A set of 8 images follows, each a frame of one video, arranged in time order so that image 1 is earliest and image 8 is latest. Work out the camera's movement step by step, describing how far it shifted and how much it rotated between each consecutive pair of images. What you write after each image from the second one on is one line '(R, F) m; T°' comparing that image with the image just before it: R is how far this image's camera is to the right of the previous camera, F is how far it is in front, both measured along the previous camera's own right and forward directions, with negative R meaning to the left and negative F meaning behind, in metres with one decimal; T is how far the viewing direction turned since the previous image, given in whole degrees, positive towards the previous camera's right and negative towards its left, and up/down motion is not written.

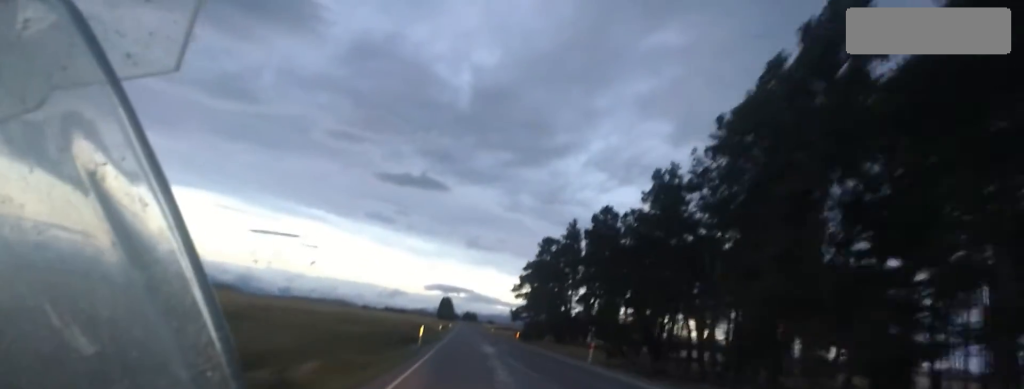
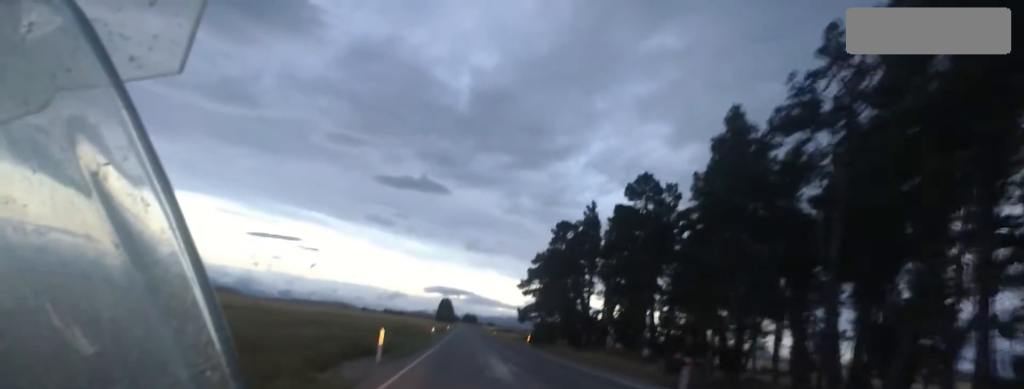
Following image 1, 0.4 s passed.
(0.0, +11.8) m; 0°
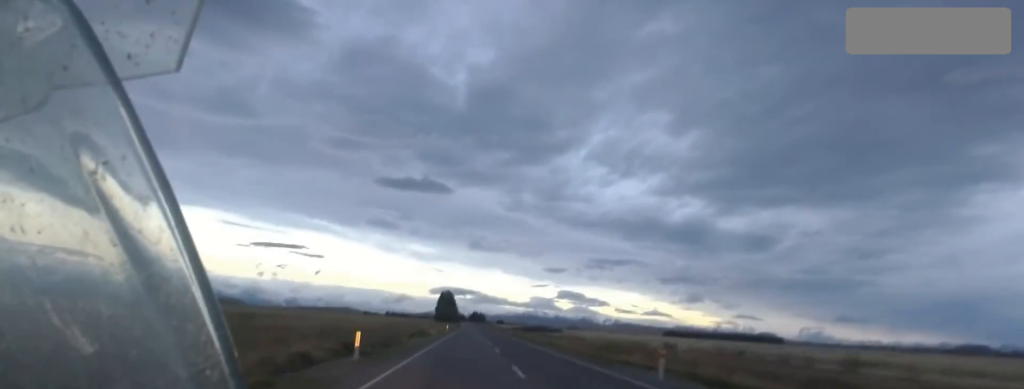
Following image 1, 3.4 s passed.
(-1.2, +85.6) m; -2°
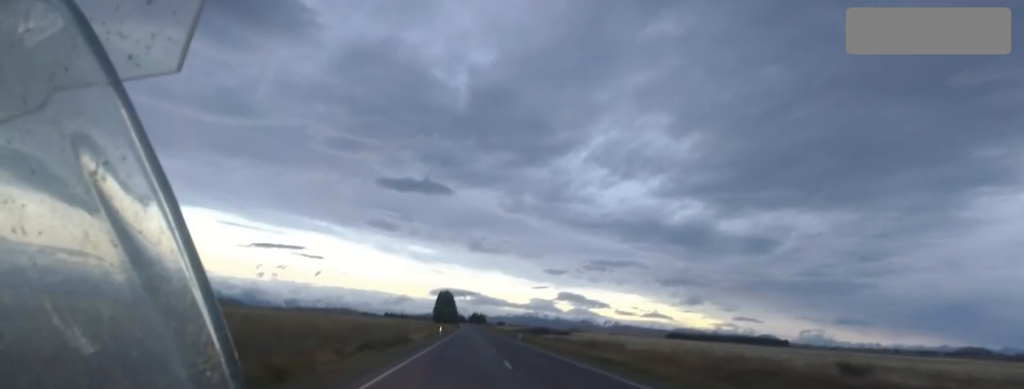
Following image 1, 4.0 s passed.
(-0.9, +16.4) m; 0°
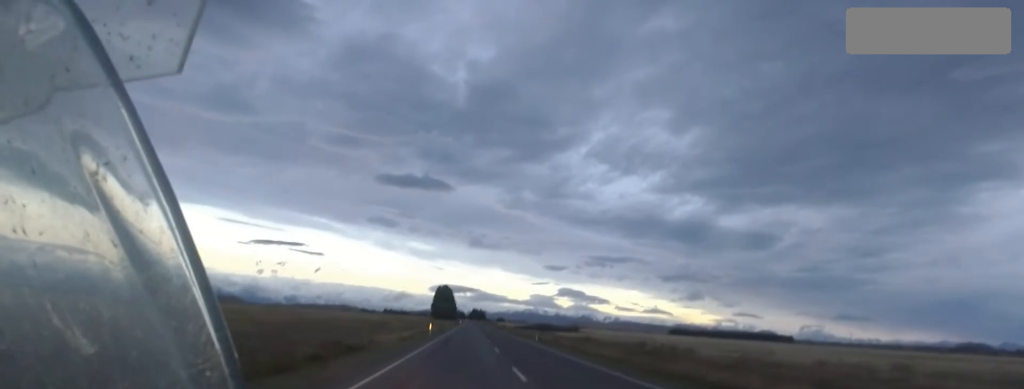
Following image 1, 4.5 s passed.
(-0.2, +13.6) m; 0°
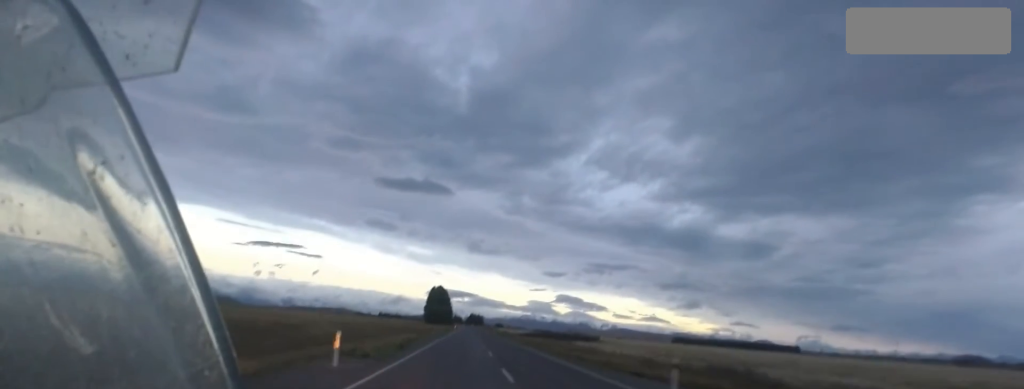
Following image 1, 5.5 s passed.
(+1.0, +27.9) m; +1°
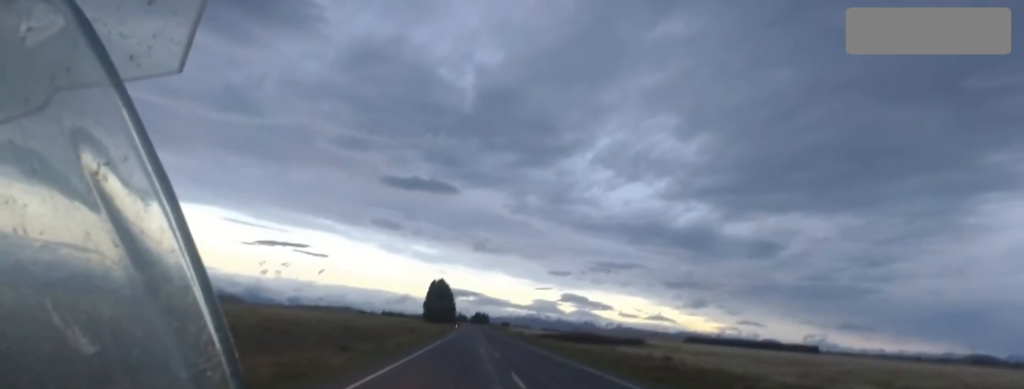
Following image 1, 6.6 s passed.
(-0.8, +30.8) m; -2°
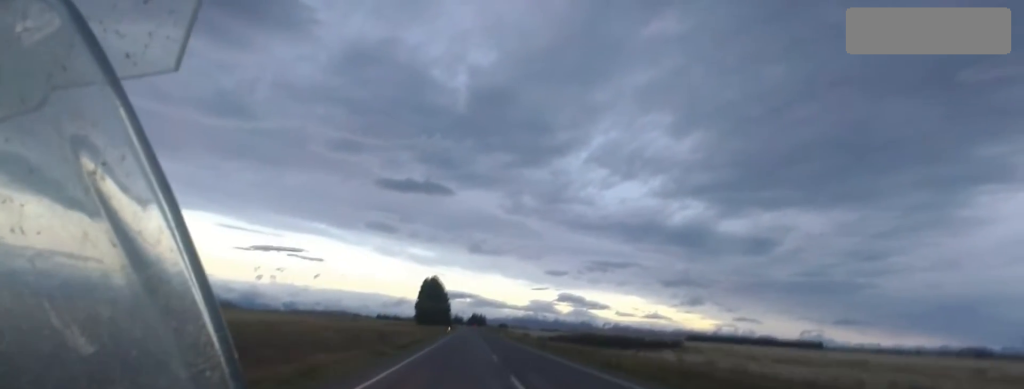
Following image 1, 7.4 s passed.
(-0.1, +20.4) m; 0°
